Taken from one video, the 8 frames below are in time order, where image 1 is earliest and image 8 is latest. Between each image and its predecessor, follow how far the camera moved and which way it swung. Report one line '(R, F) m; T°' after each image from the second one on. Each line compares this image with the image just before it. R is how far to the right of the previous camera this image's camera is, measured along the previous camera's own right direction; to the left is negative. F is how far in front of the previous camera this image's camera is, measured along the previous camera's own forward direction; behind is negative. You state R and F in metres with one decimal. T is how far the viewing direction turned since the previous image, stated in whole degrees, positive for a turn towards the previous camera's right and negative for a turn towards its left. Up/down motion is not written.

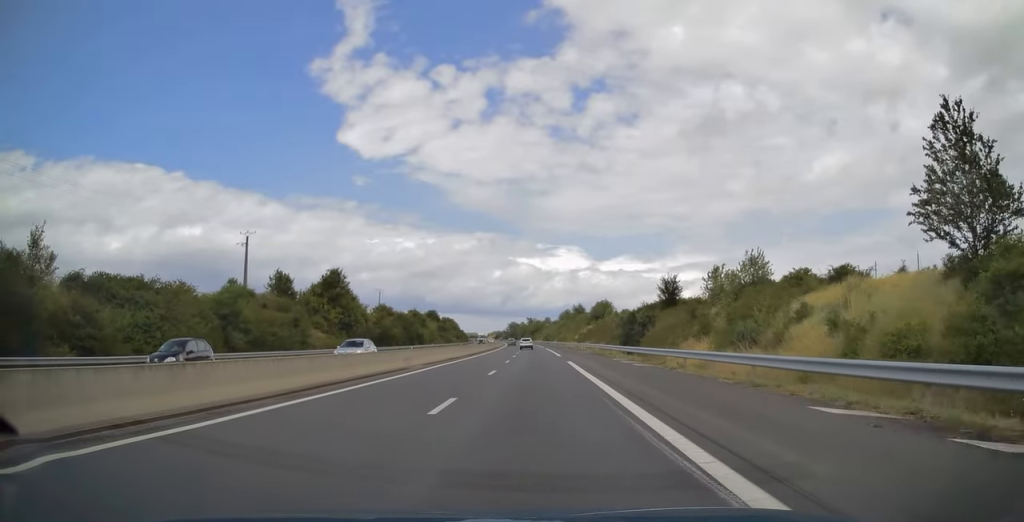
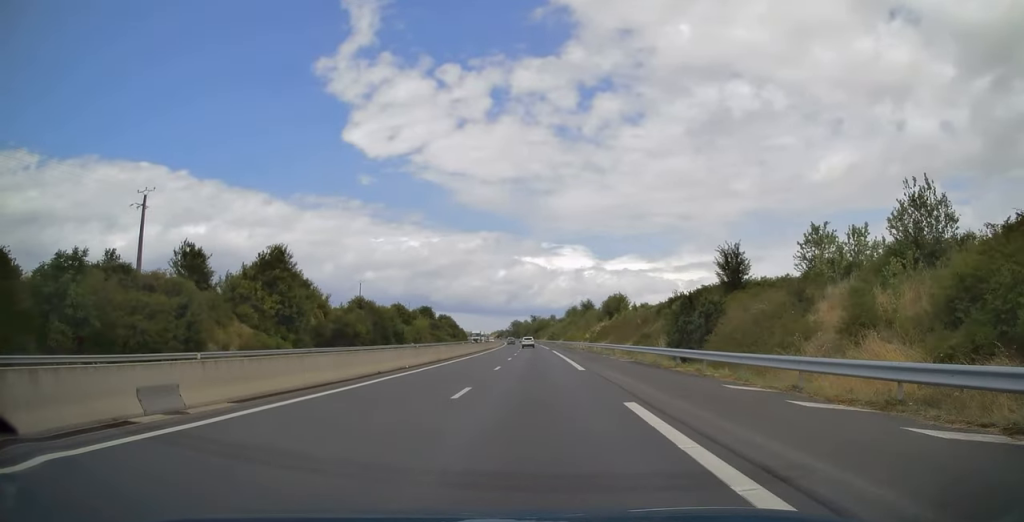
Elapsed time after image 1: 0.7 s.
(-0.2, +23.1) m; 0°
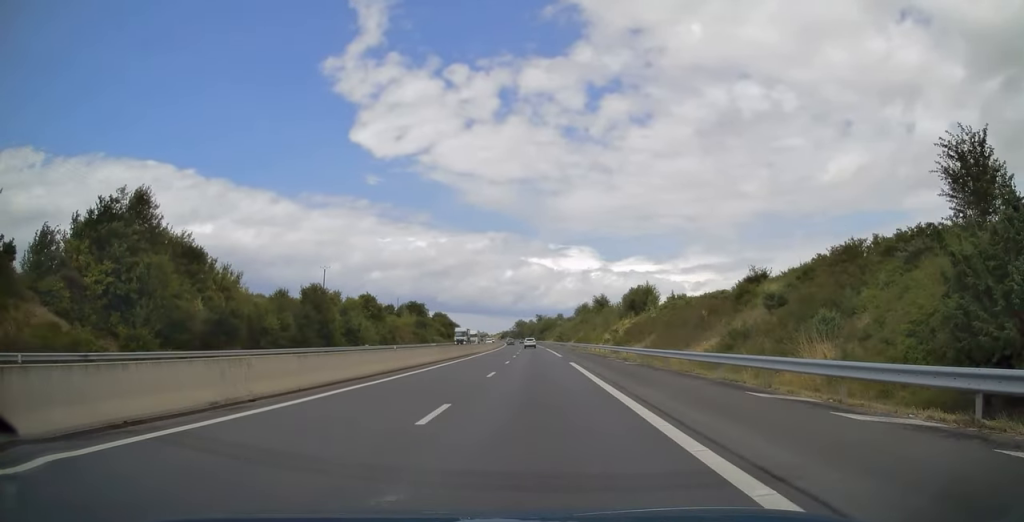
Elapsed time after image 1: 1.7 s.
(-0.1, +30.1) m; 0°
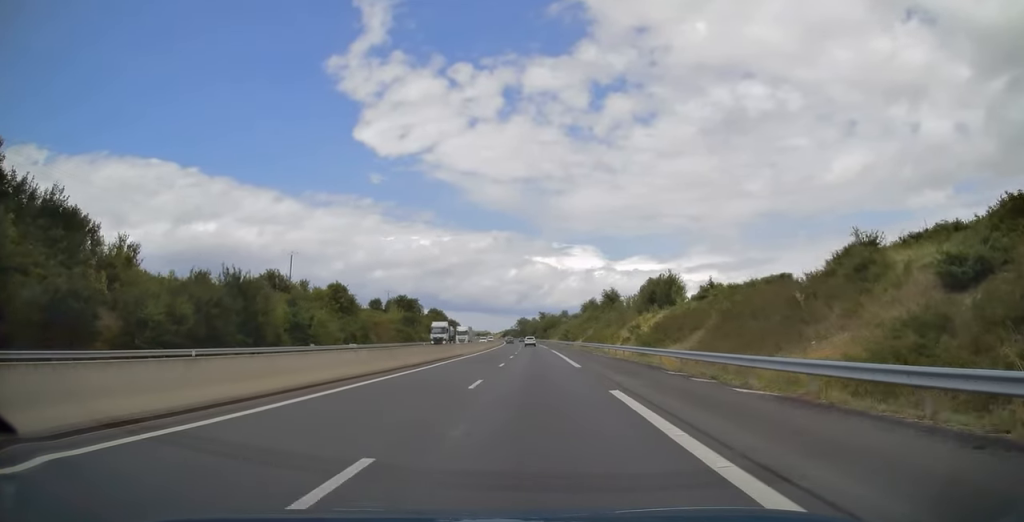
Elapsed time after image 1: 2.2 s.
(0.0, +18.8) m; 0°
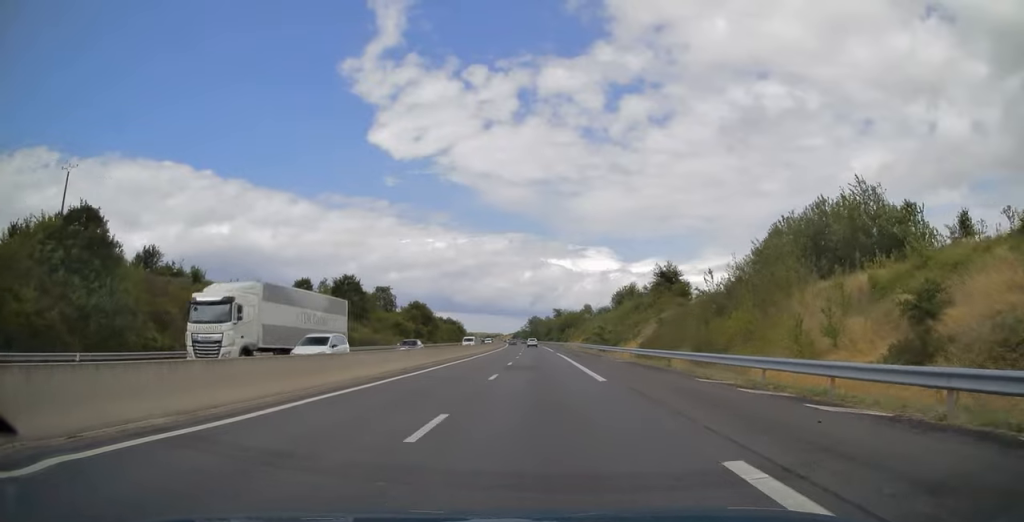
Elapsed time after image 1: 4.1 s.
(-0.8, +60.2) m; -1°
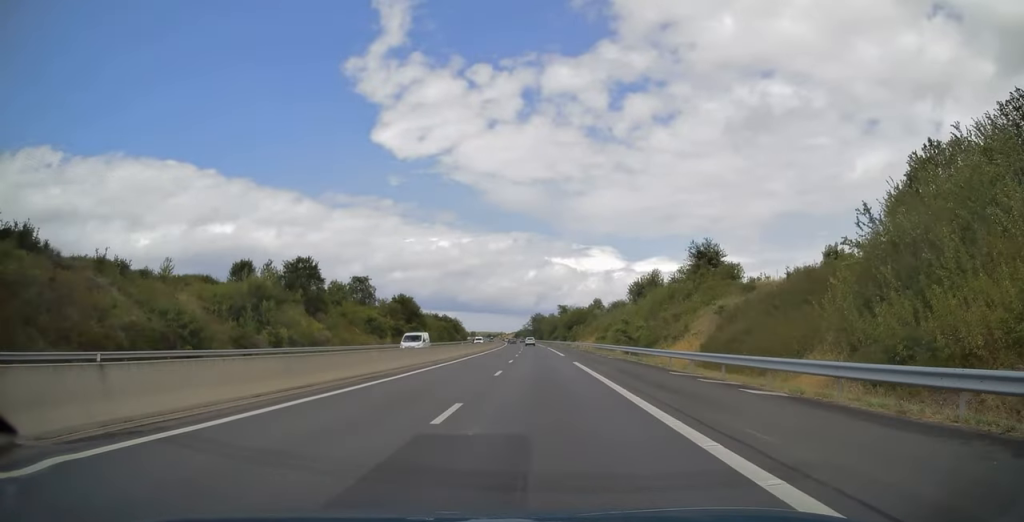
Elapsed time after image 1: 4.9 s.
(-0.1, +24.2) m; 0°
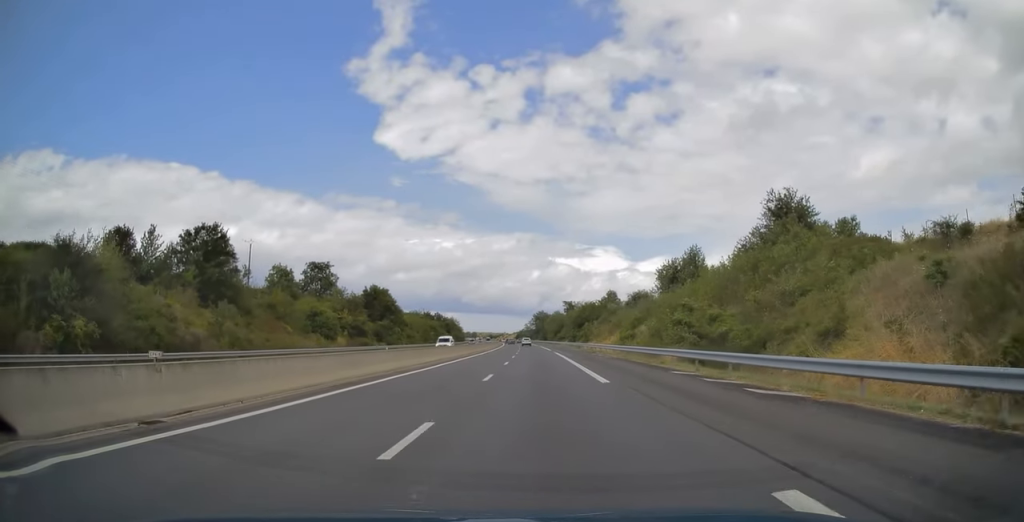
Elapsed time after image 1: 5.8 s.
(-0.1, +29.1) m; 0°
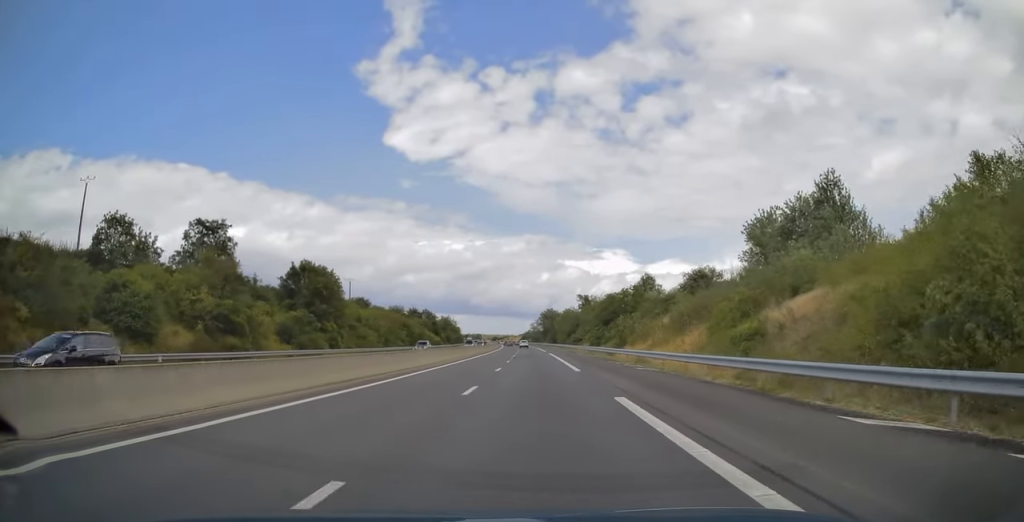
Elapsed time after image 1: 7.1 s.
(-0.2, +43.2) m; -1°
